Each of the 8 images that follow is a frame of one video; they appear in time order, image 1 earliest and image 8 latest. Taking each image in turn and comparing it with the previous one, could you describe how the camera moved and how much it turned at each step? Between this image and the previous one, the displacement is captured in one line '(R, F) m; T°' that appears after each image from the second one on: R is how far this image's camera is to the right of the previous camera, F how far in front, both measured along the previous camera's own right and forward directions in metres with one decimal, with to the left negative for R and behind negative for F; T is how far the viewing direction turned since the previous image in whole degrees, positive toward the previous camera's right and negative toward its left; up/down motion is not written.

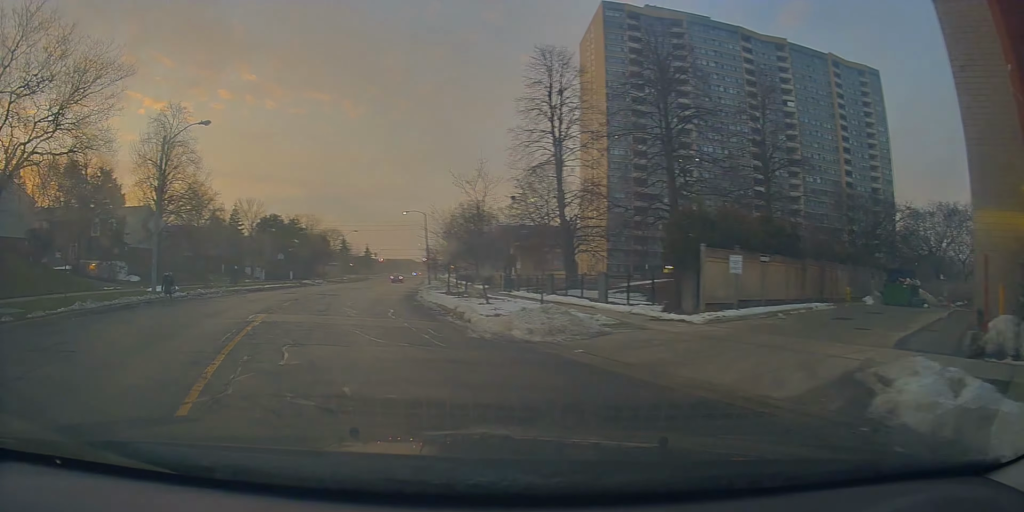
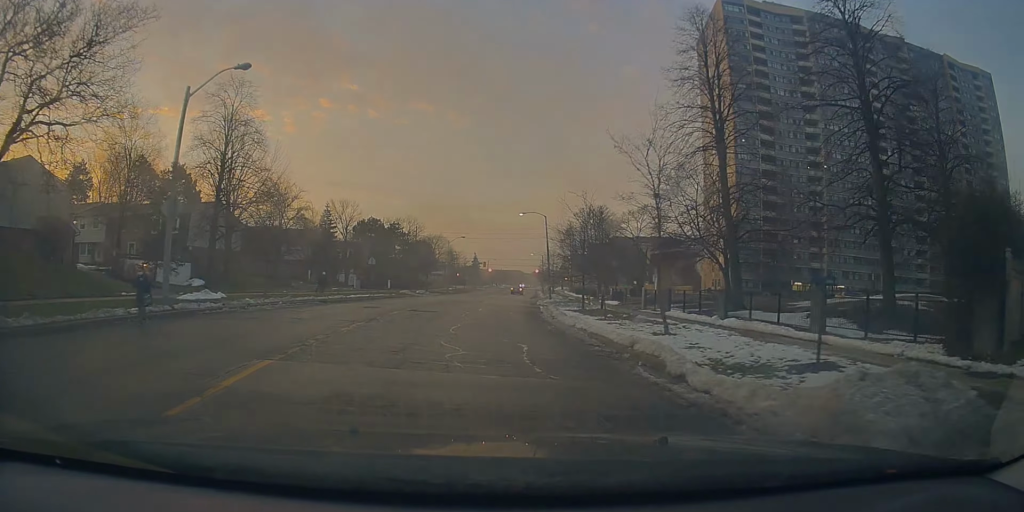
(-1.7, +8.7) m; -11°
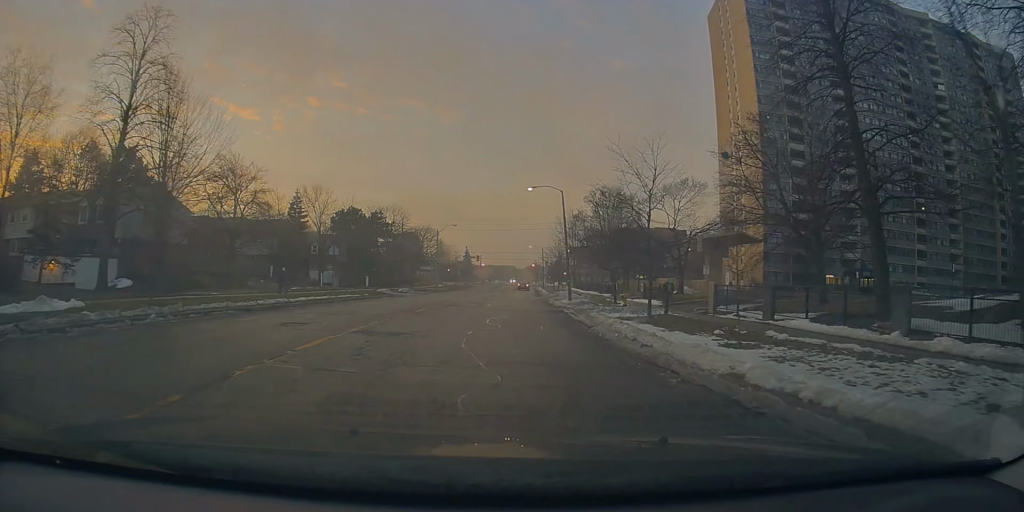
(+0.3, +12.0) m; +4°
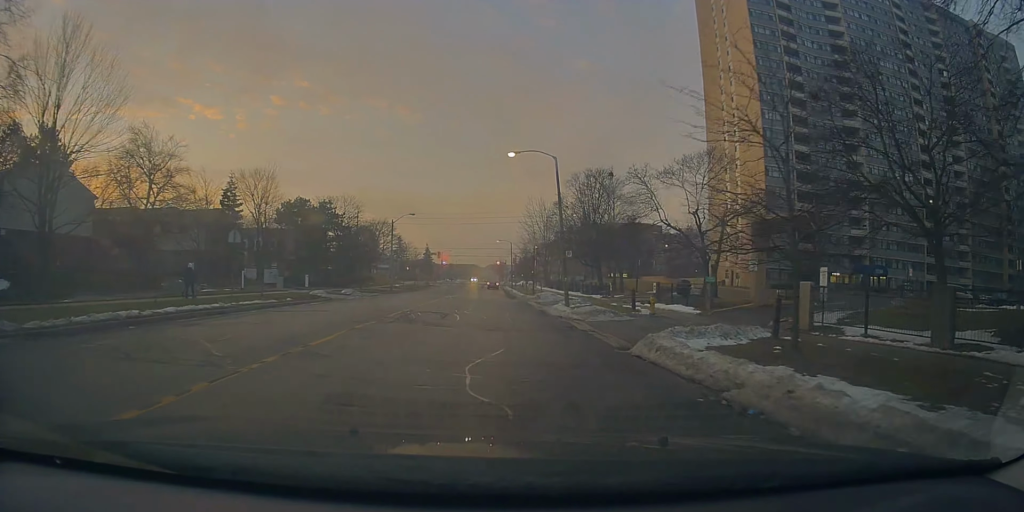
(+0.4, +10.8) m; +1°
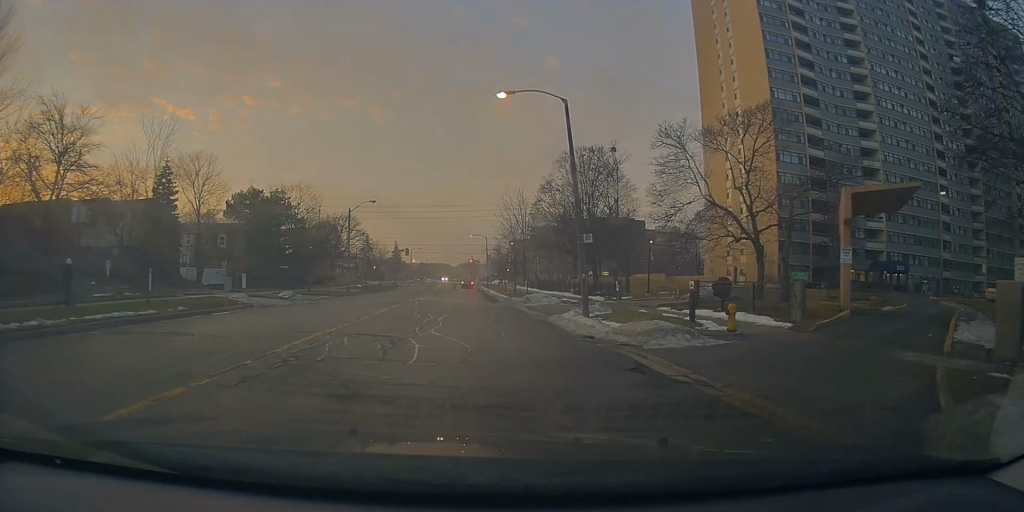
(-0.3, +9.5) m; +2°
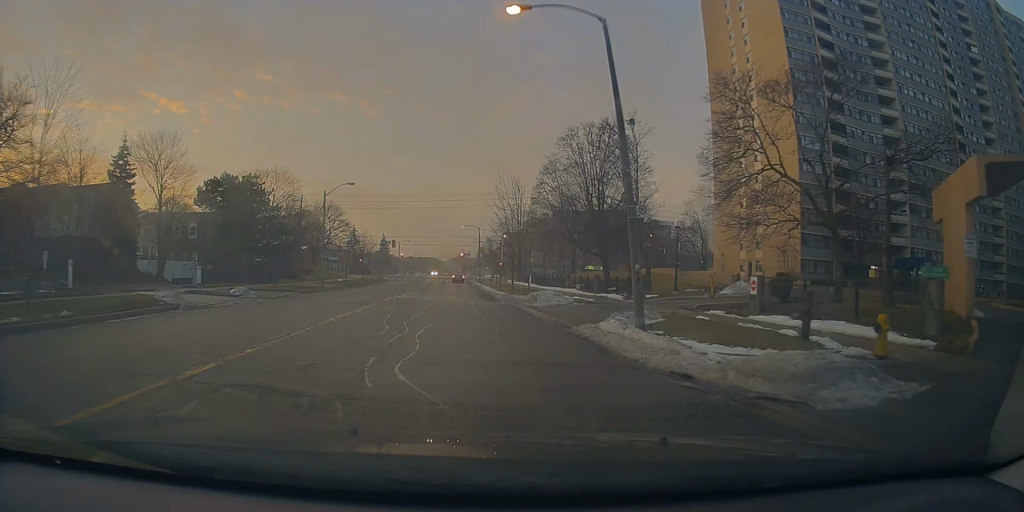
(+0.4, +6.7) m; +3°
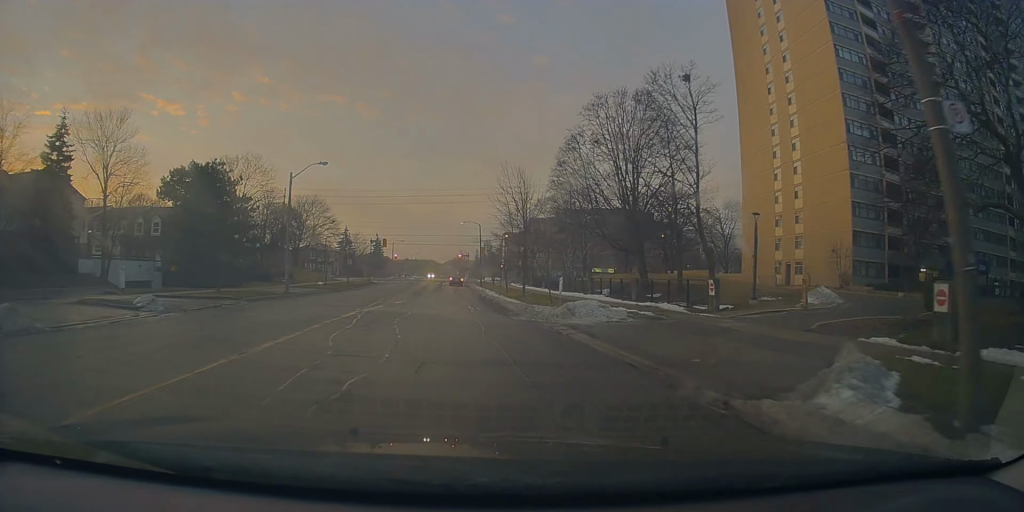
(+0.3, +9.4) m; +2°
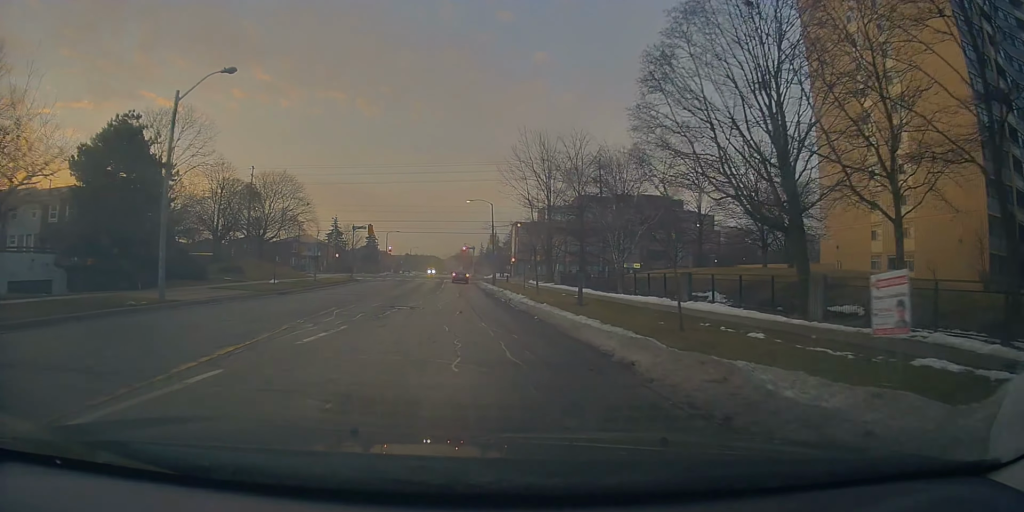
(0.0, +17.1) m; -1°
